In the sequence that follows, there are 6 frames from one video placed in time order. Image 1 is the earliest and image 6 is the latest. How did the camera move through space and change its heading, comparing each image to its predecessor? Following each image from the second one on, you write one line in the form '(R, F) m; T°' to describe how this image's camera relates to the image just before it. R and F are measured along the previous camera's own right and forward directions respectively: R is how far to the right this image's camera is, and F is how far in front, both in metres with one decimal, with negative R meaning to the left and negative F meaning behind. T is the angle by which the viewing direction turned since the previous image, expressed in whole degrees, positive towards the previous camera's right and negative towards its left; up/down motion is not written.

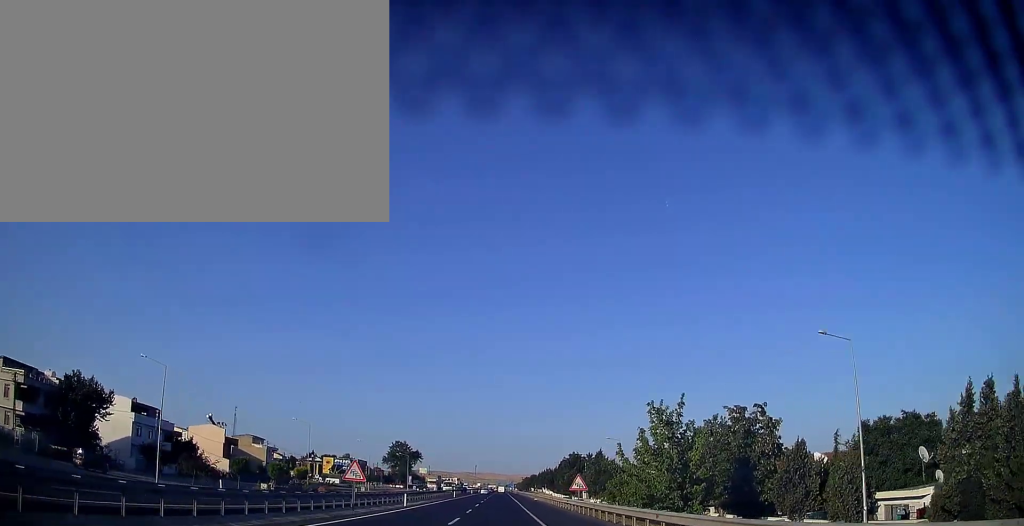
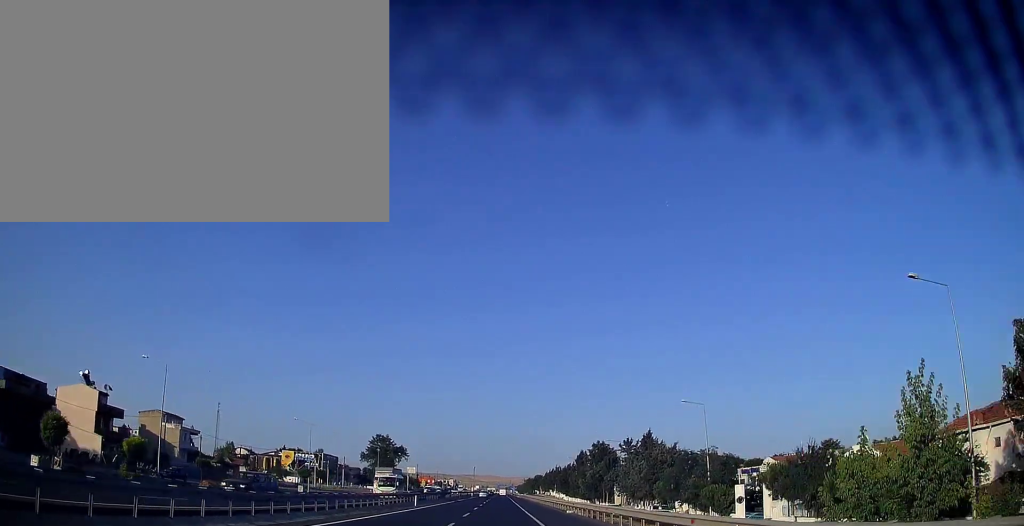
(-0.2, +39.4) m; 0°
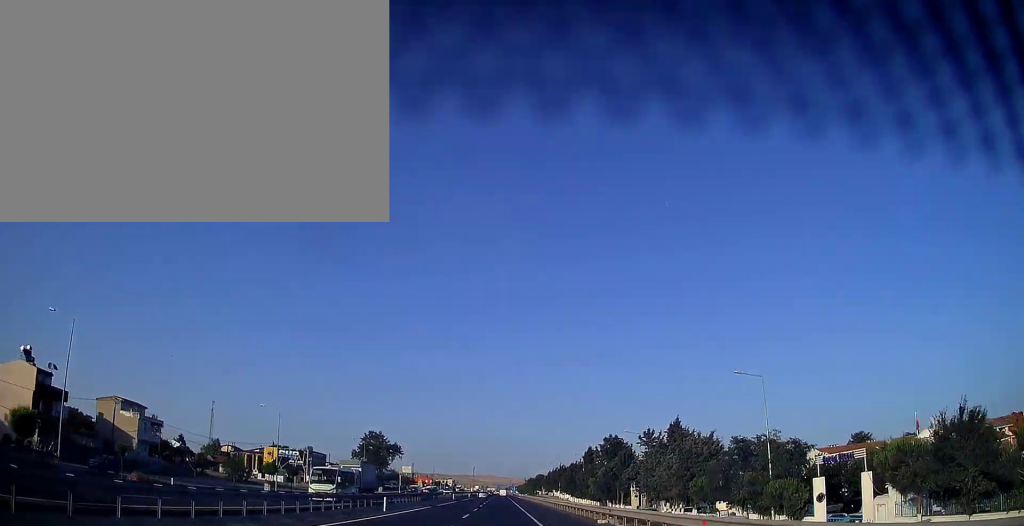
(0.0, +11.8) m; 0°
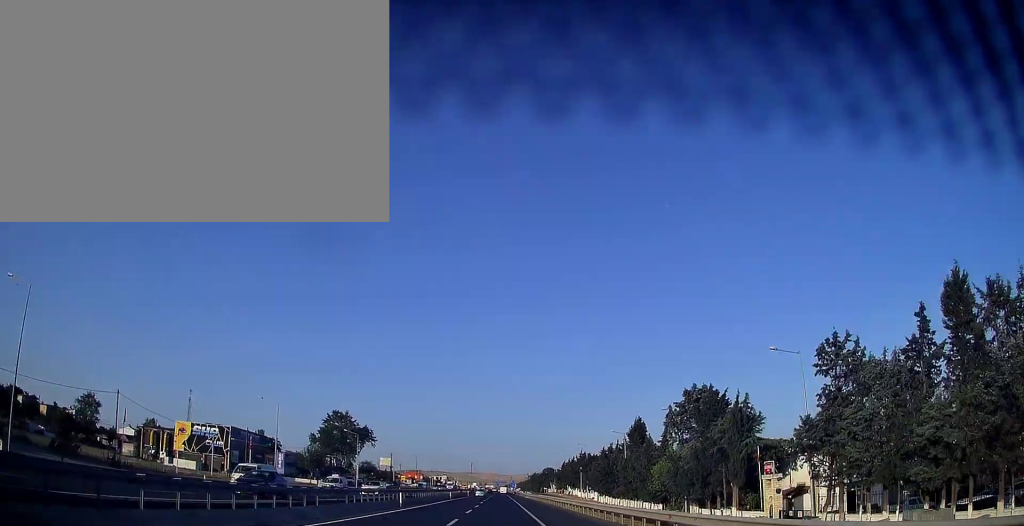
(-0.1, +45.0) m; 0°
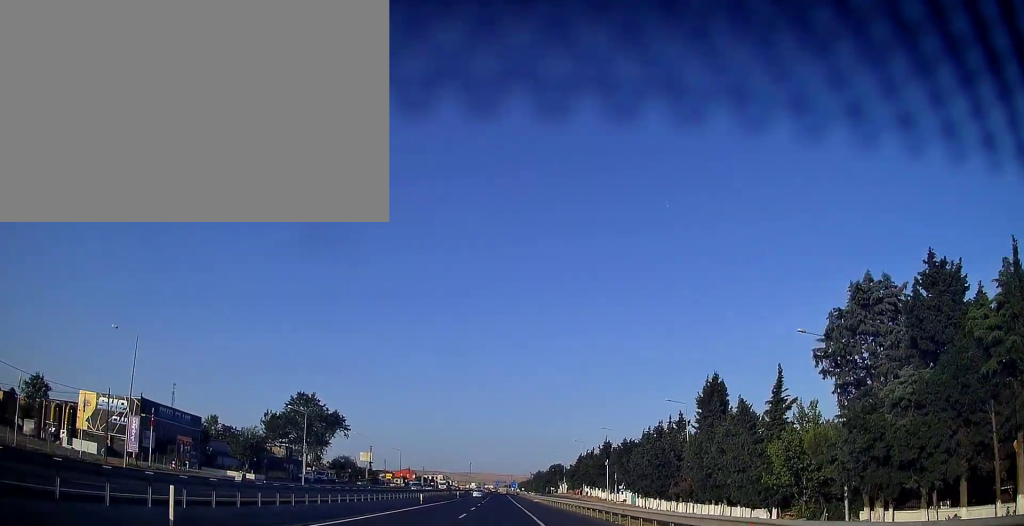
(+0.2, +29.6) m; 0°
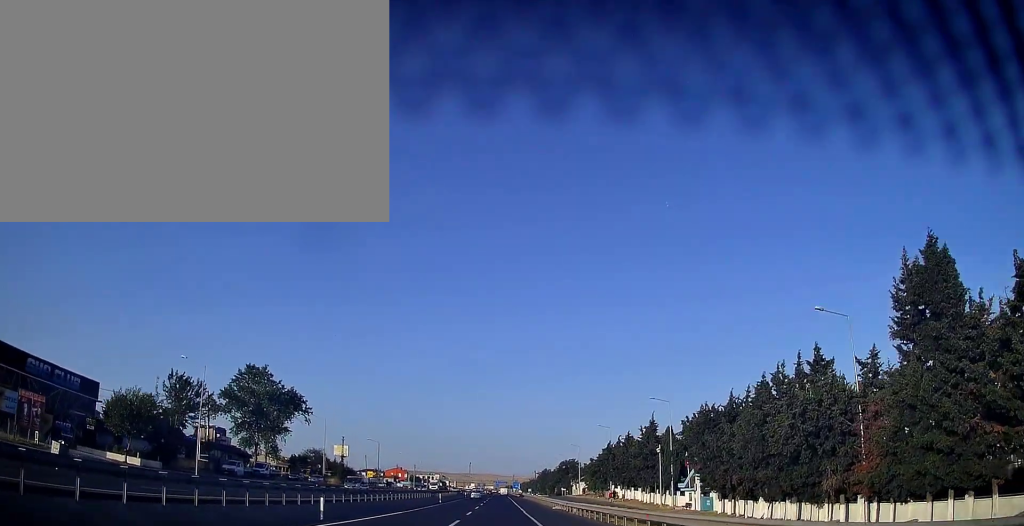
(-0.2, +30.2) m; -1°
